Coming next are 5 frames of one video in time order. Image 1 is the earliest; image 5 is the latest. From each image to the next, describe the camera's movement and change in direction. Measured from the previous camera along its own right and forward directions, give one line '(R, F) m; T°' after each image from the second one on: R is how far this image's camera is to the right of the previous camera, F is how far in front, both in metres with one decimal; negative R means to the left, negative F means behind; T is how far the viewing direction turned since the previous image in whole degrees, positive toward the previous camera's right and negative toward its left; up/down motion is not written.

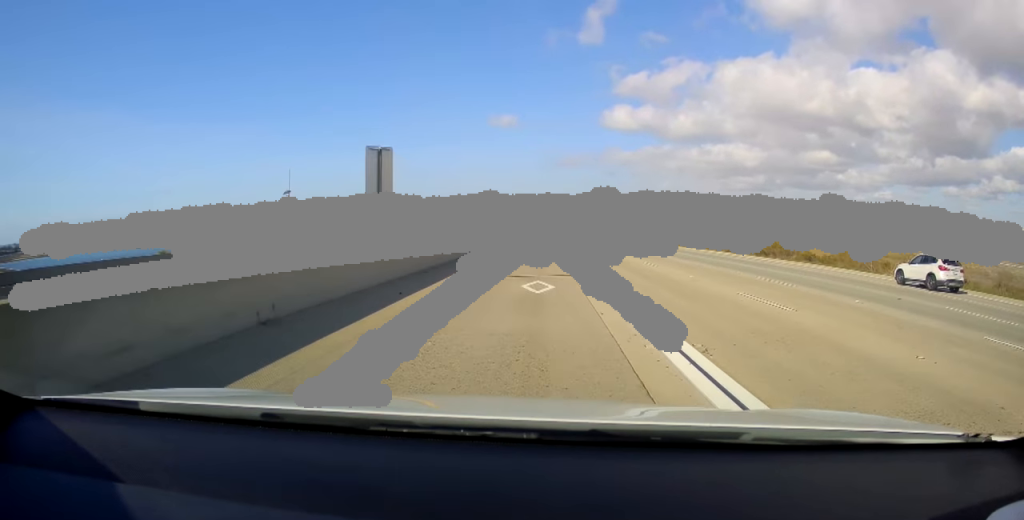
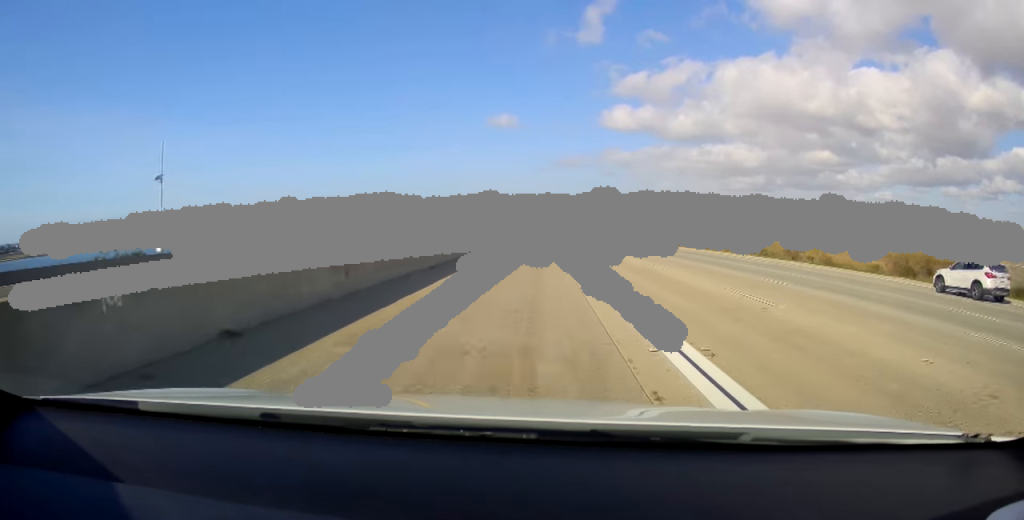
(0.0, +28.2) m; 0°
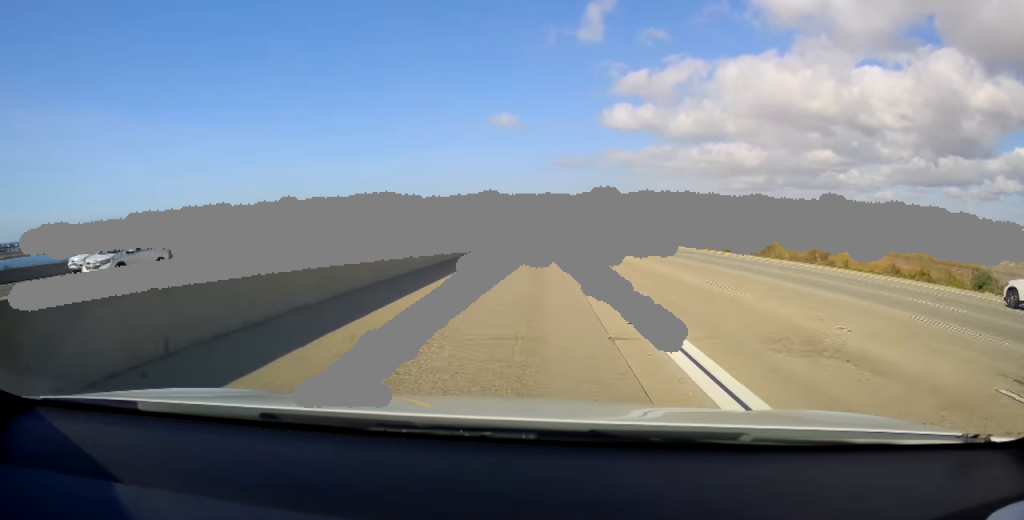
(-0.2, +41.2) m; 0°
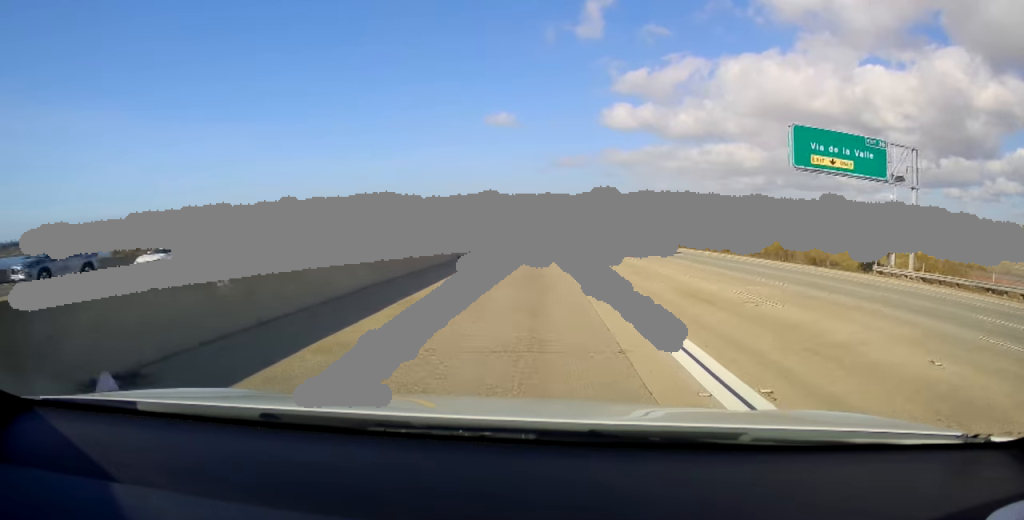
(-1.1, +76.4) m; 0°
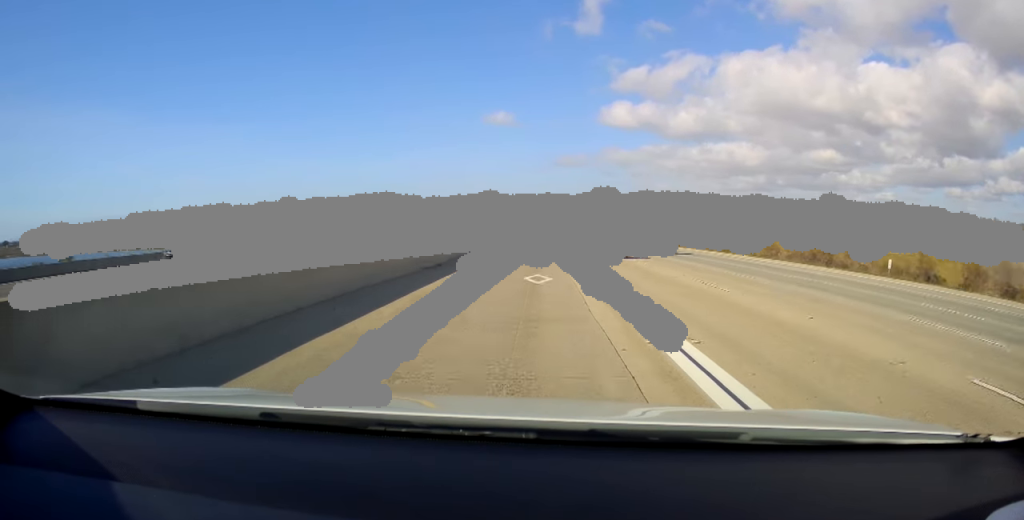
(+1.5, +69.2) m; 0°
